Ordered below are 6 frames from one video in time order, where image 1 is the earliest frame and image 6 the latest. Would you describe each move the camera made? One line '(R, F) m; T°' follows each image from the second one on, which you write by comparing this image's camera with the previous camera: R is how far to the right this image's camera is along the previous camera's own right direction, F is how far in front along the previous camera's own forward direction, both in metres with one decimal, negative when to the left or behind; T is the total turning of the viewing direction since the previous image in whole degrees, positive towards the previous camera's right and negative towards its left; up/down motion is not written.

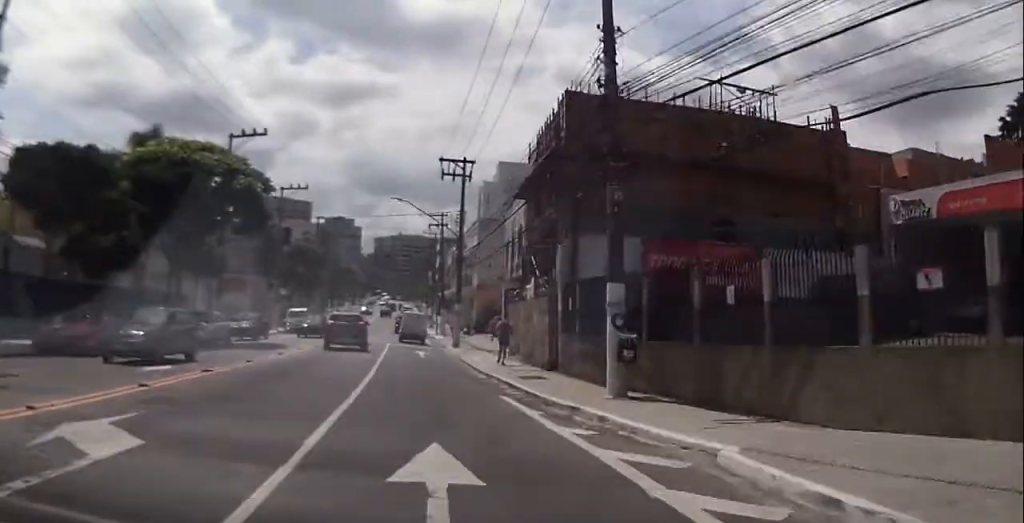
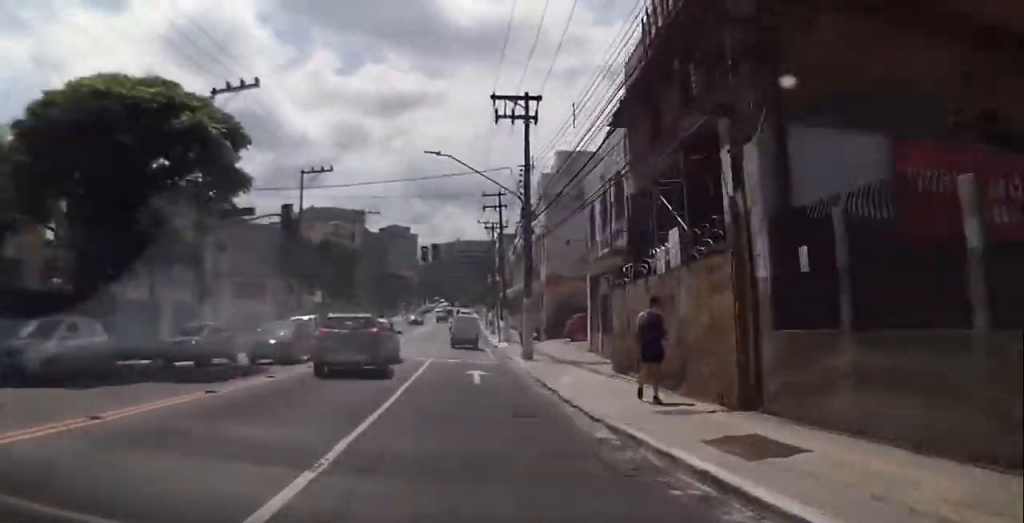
(0.0, +11.3) m; -3°
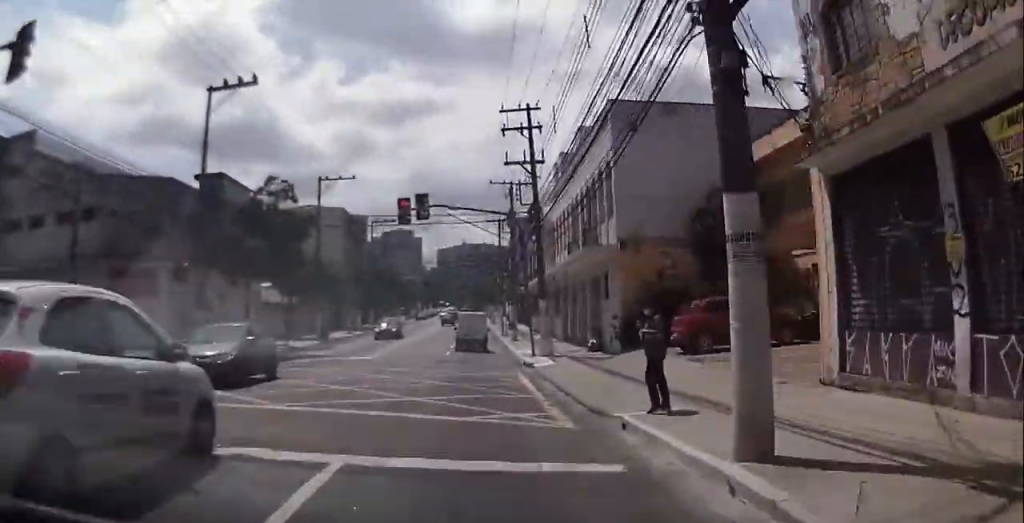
(-1.2, +19.8) m; -3°
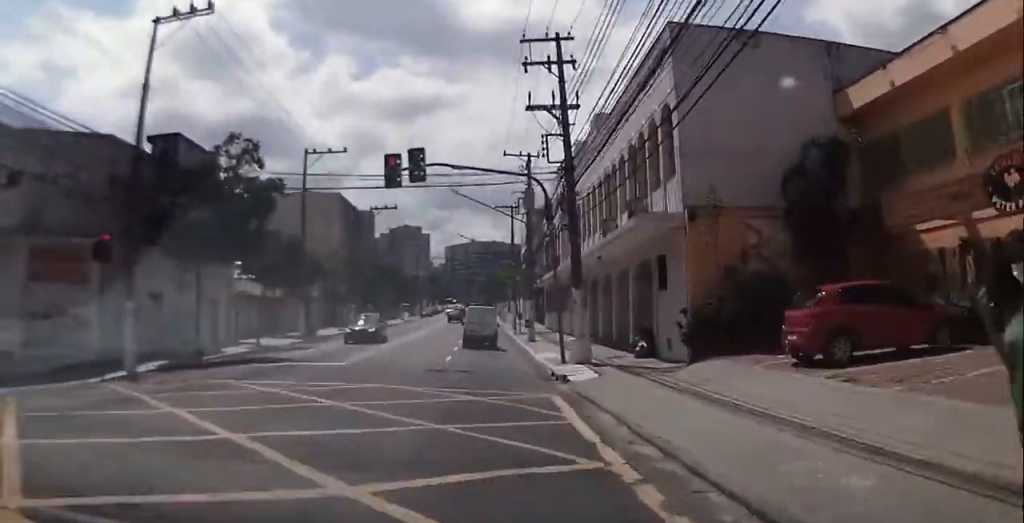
(0.0, +7.1) m; 0°
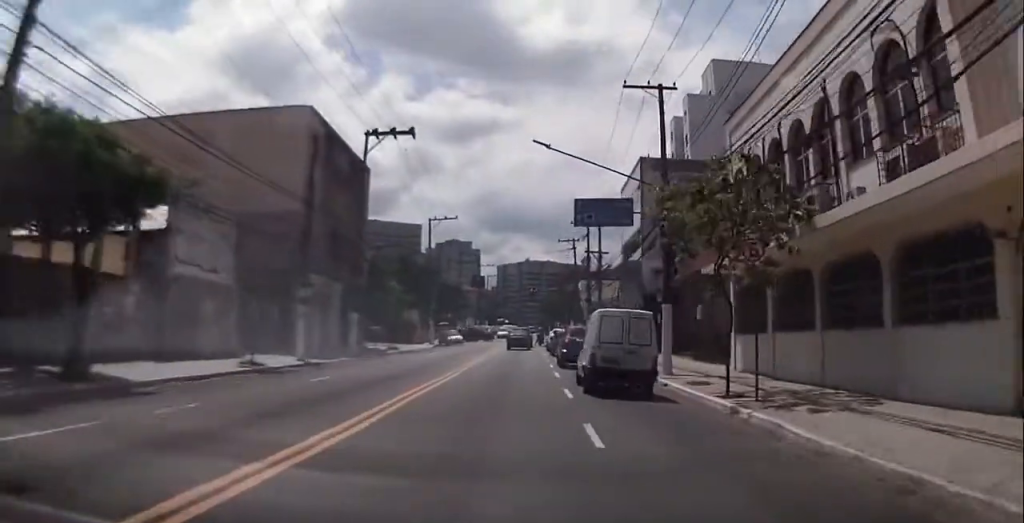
(-2.0, +33.1) m; -5°
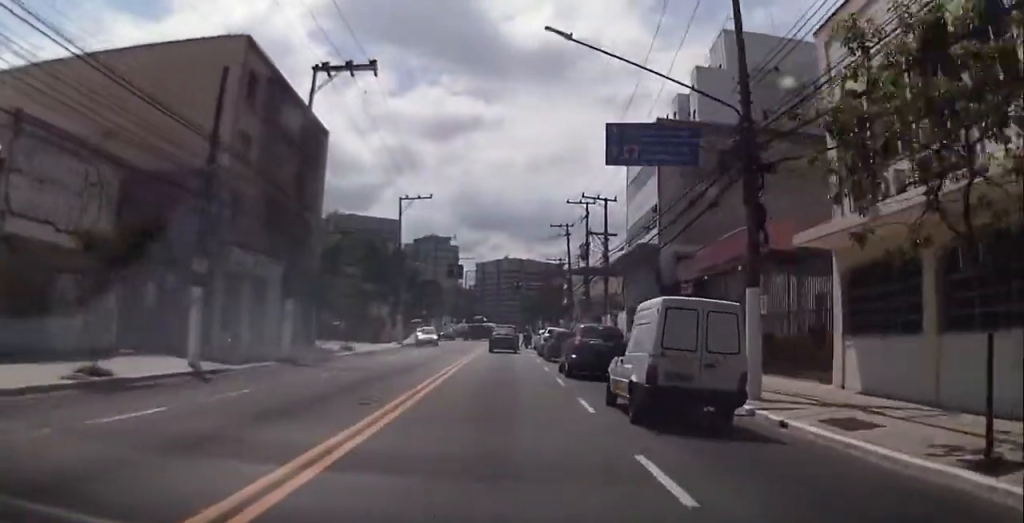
(0.0, +9.3) m; +1°
